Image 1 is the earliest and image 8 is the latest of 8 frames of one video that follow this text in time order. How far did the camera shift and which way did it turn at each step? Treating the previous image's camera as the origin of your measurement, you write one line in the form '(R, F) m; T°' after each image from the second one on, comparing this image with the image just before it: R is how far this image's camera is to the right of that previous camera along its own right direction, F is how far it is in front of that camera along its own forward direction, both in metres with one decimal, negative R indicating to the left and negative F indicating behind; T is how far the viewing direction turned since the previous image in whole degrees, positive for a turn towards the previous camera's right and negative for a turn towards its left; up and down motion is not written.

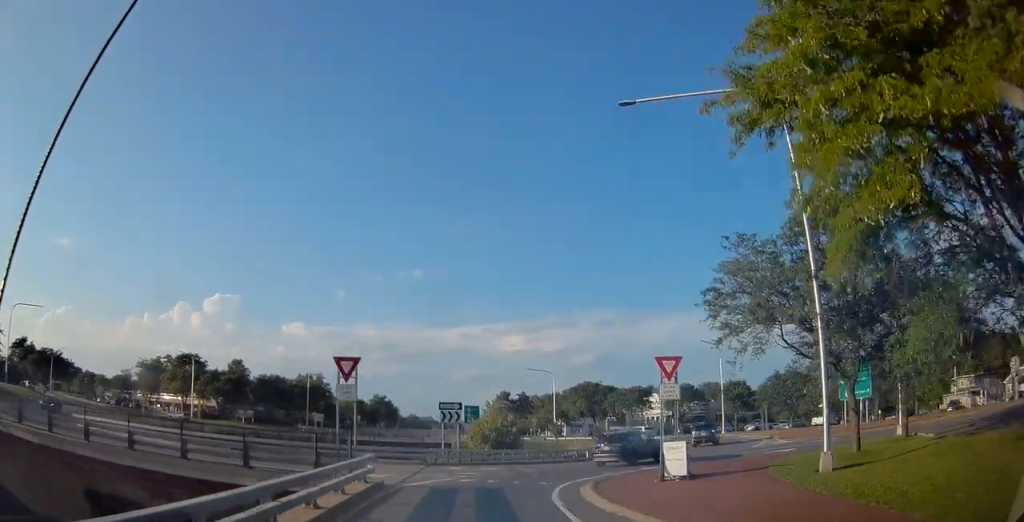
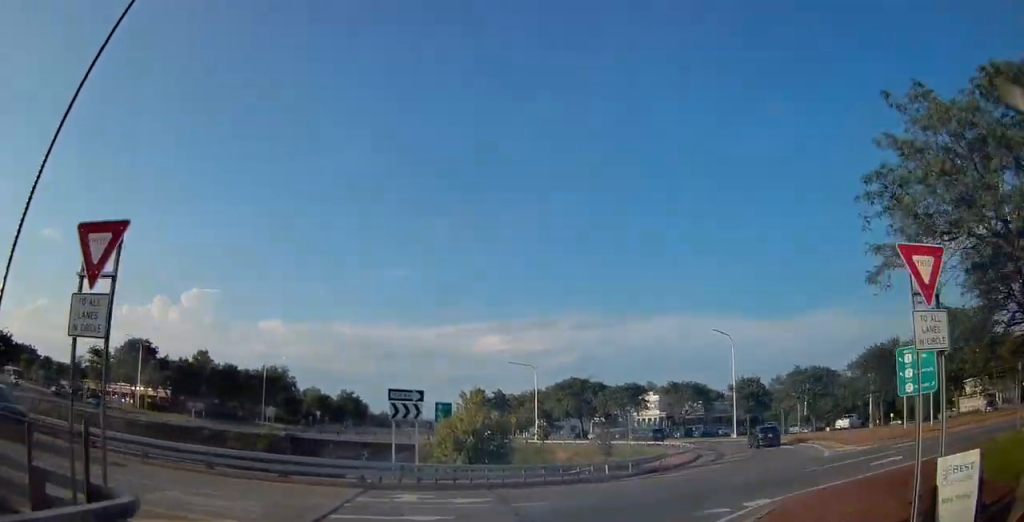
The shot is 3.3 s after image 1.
(+0.4, +10.6) m; +13°
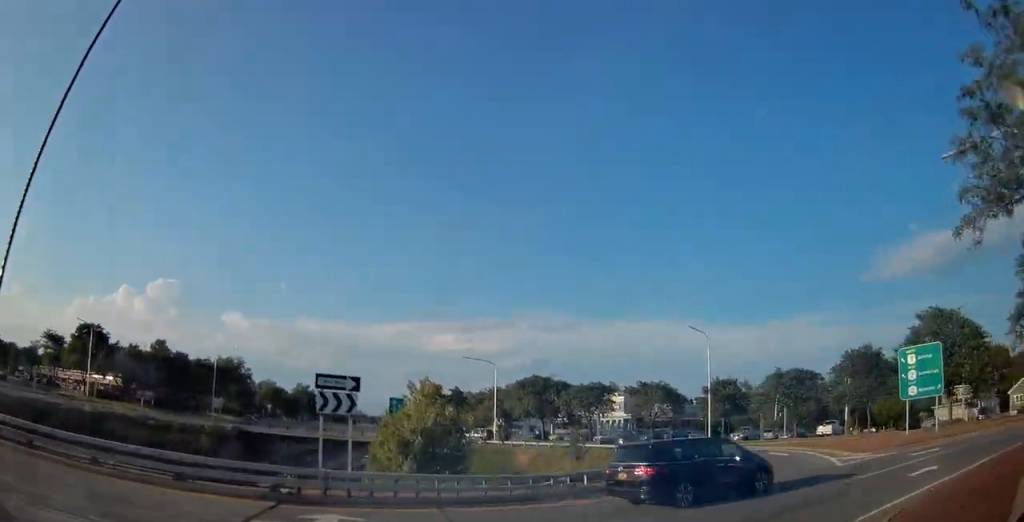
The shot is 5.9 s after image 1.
(+1.5, +10.4) m; +13°
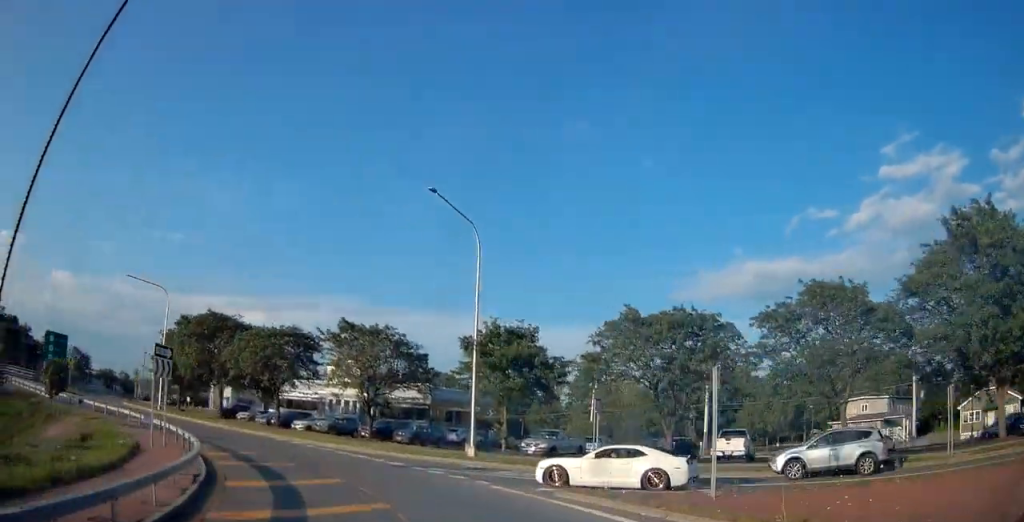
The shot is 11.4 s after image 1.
(+0.9, +31.5) m; -18°
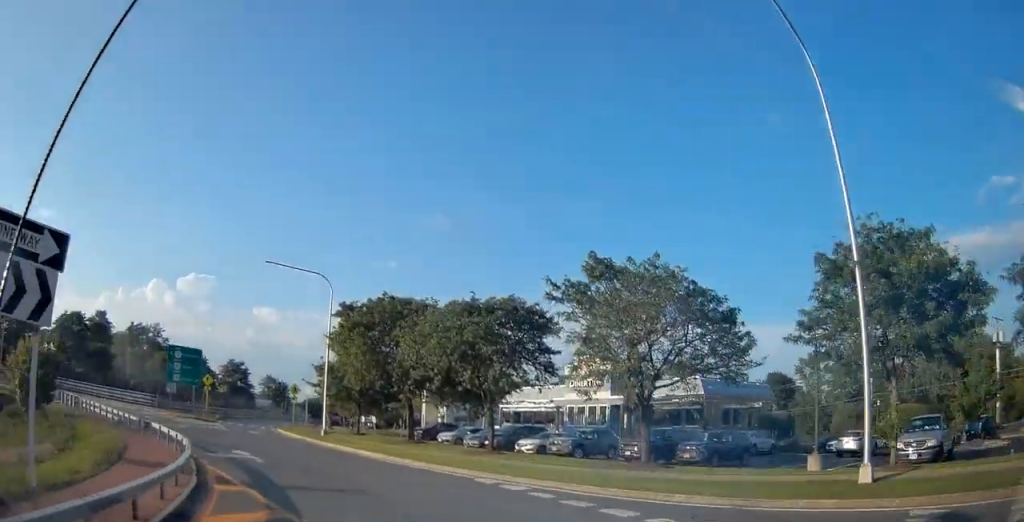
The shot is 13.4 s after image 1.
(-0.6, +14.2) m; -23°
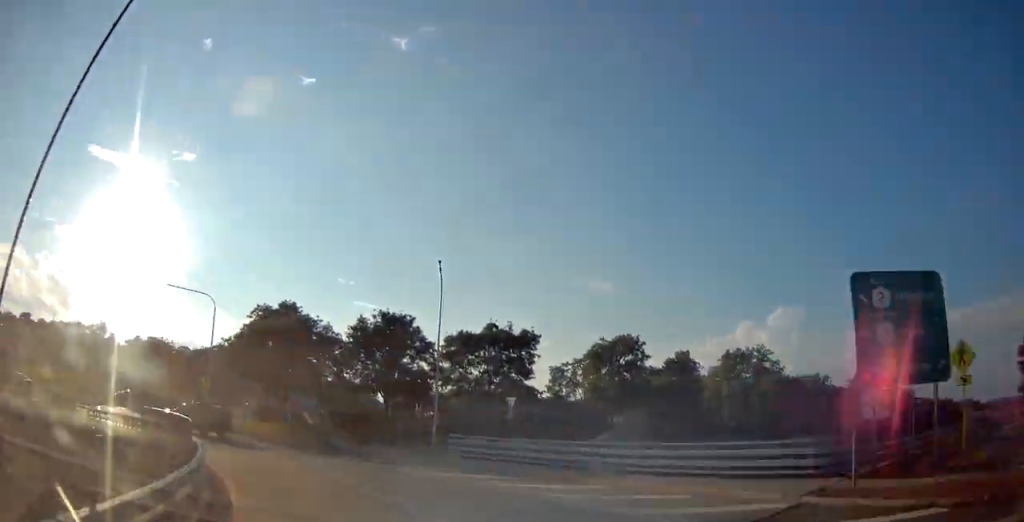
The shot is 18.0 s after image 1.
(-17.9, +28.8) m; -55°
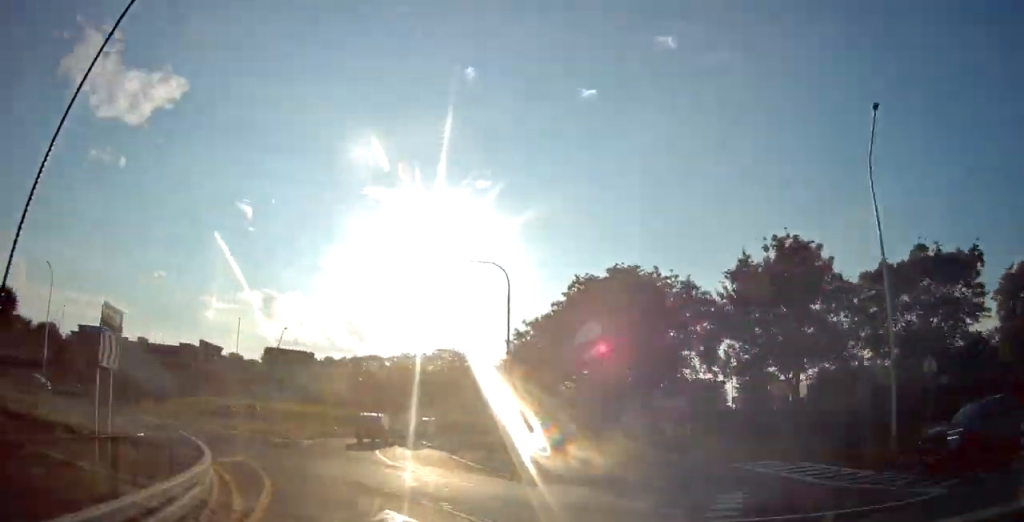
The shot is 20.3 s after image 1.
(-3.6, +17.6) m; -17°
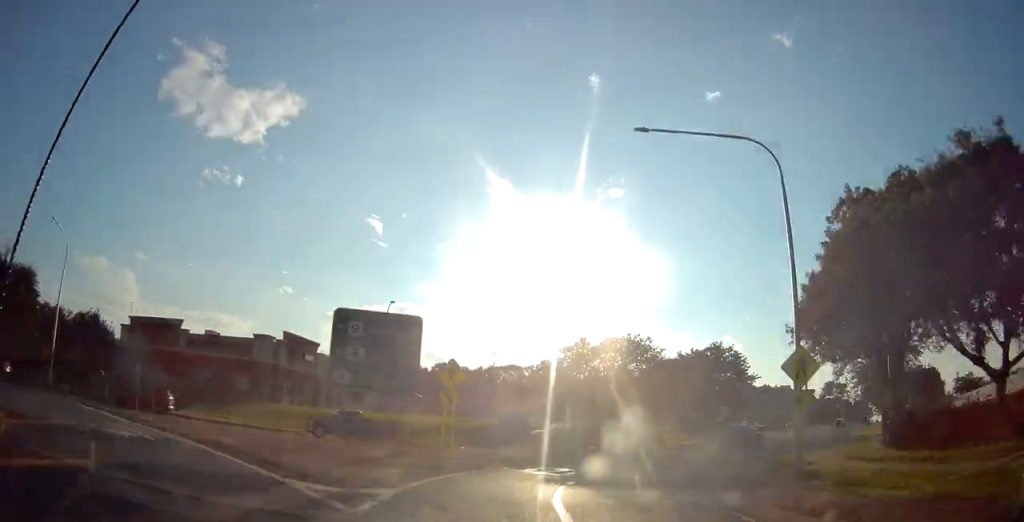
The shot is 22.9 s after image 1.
(-3.5, +21.4) m; 0°
